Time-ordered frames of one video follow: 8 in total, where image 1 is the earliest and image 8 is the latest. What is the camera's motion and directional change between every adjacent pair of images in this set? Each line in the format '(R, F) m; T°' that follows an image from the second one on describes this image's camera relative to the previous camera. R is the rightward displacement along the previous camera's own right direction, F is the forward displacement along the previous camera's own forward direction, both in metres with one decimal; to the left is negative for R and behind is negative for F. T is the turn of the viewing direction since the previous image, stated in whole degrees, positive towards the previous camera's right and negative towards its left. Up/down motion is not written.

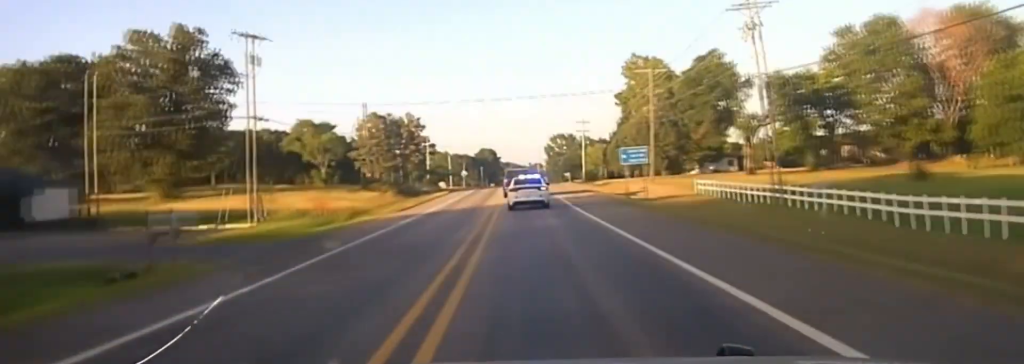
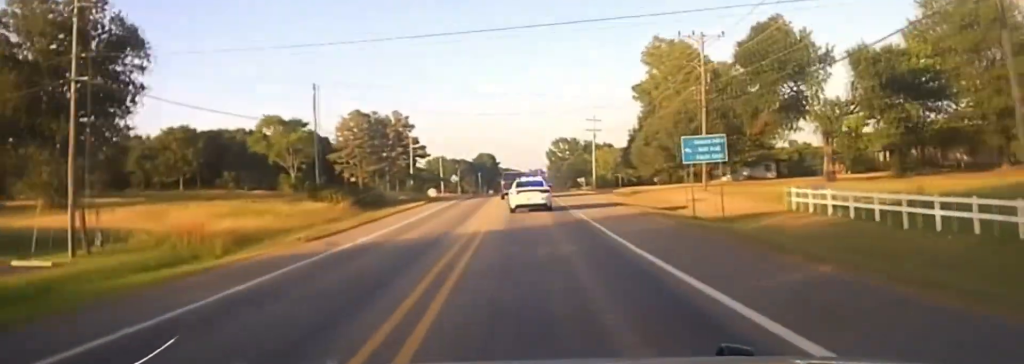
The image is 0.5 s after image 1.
(0.0, +21.7) m; 0°
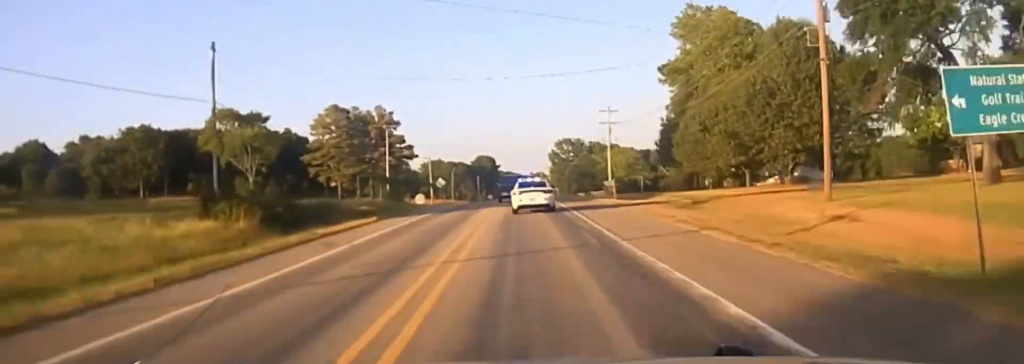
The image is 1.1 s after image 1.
(+0.1, +23.0) m; 0°
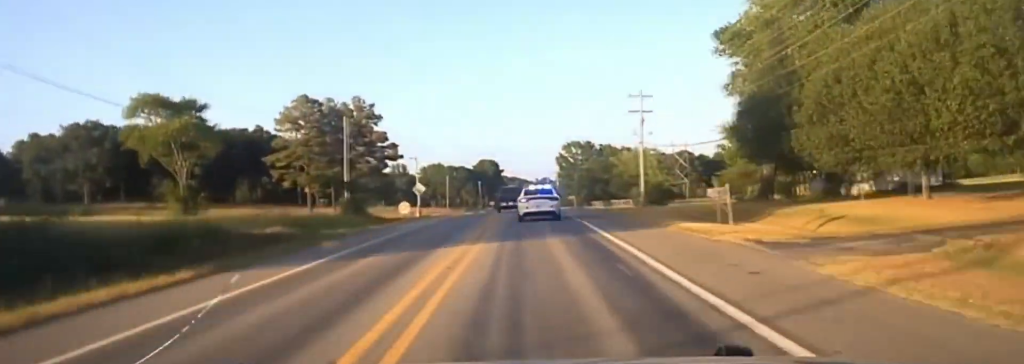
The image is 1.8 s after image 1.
(+0.2, +27.0) m; 0°
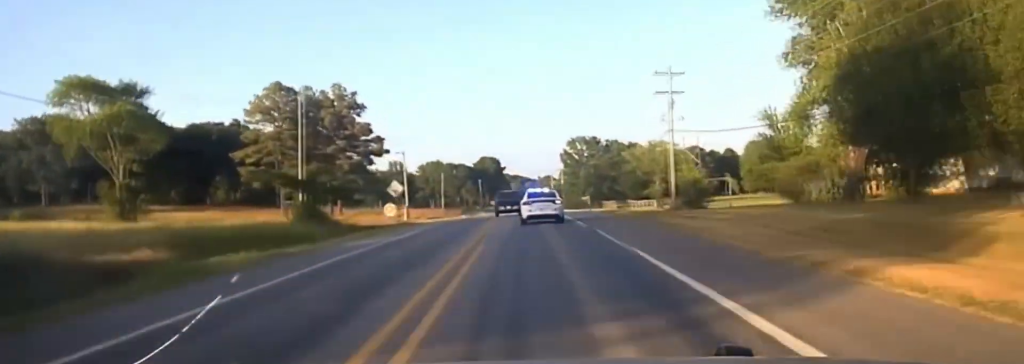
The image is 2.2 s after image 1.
(-0.1, +16.3) m; 0°
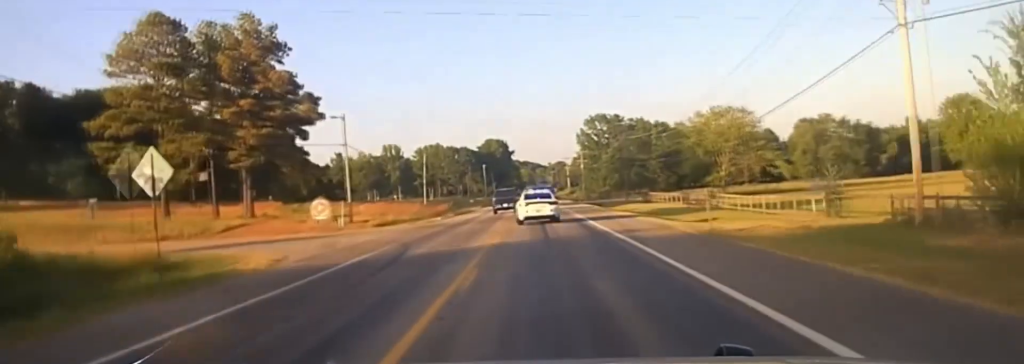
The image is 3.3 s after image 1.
(-0.3, +44.9) m; -1°
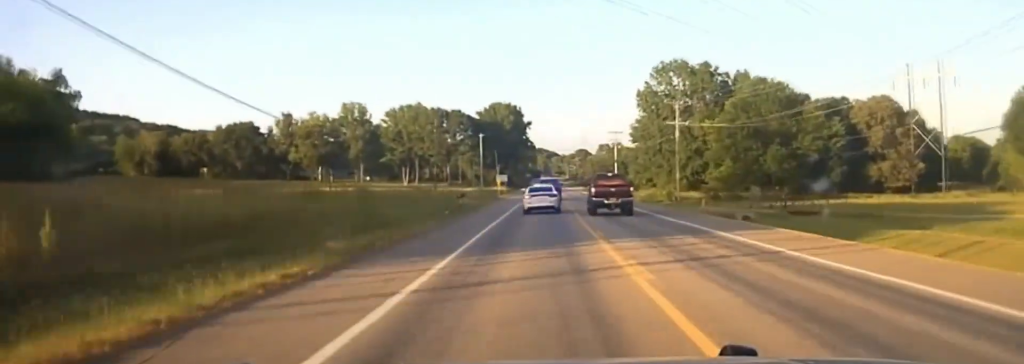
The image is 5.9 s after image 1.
(-2.1, +108.9) m; 0°
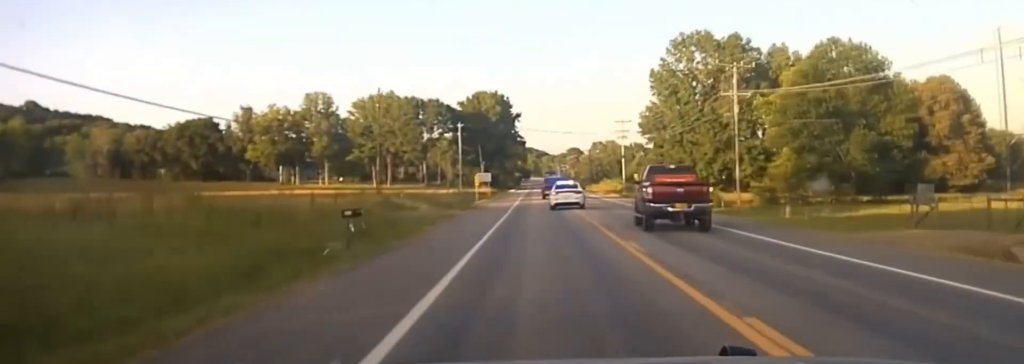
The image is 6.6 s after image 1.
(+0.6, +30.3) m; +1°
